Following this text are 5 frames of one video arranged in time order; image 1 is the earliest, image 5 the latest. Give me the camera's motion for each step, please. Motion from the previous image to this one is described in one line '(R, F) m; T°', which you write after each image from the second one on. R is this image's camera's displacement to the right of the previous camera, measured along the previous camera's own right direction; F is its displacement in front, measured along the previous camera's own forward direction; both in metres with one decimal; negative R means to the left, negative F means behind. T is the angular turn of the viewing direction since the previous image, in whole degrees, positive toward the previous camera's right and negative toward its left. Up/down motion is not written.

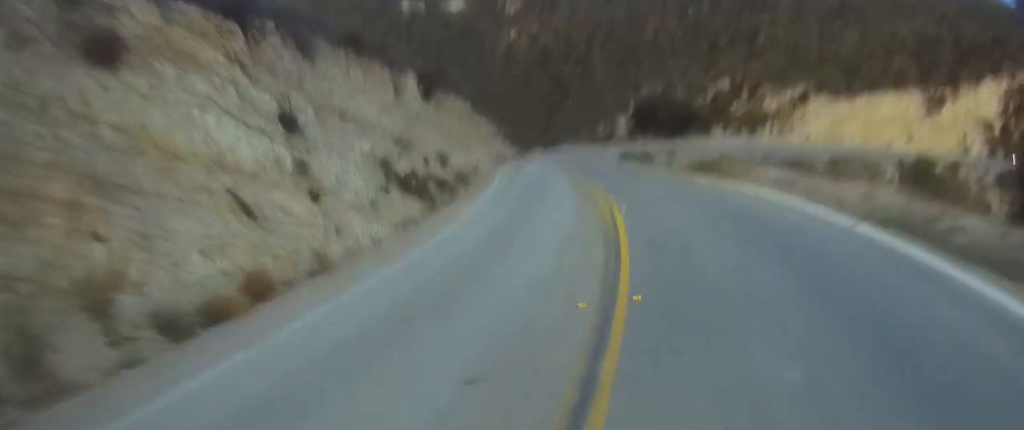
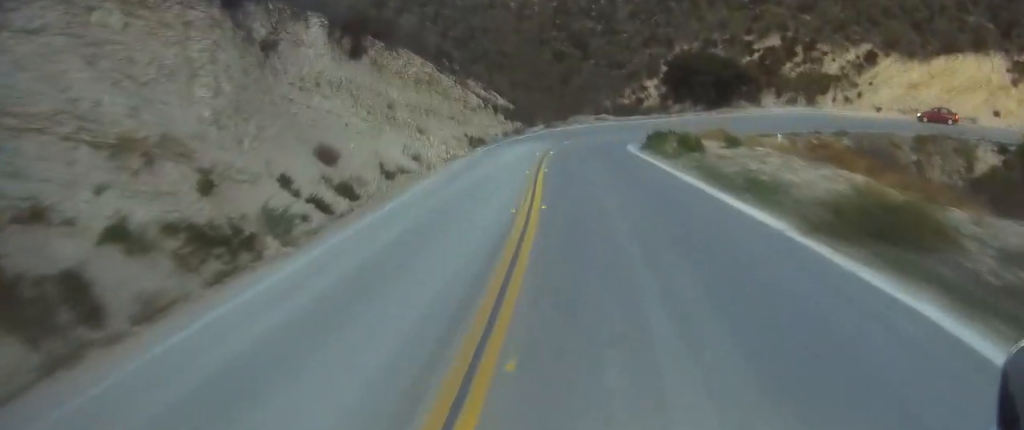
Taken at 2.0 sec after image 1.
(-0.6, +15.2) m; -12°
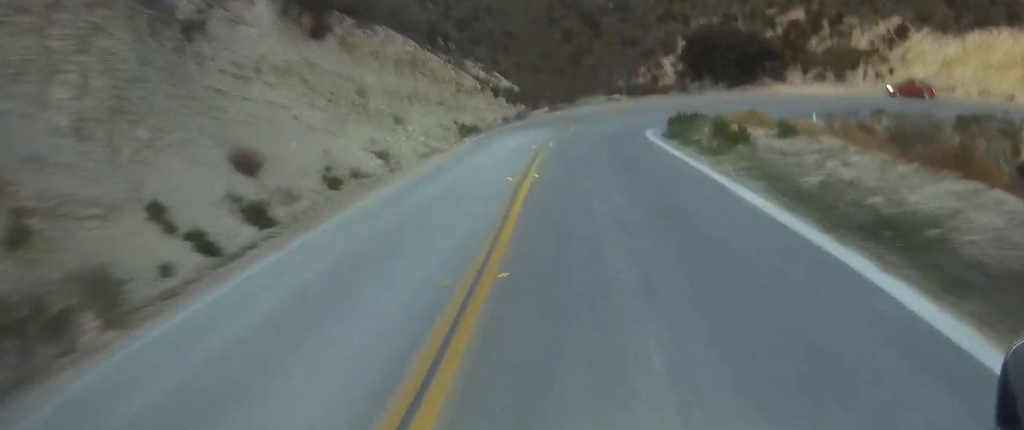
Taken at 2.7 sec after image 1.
(-0.6, +5.3) m; -6°
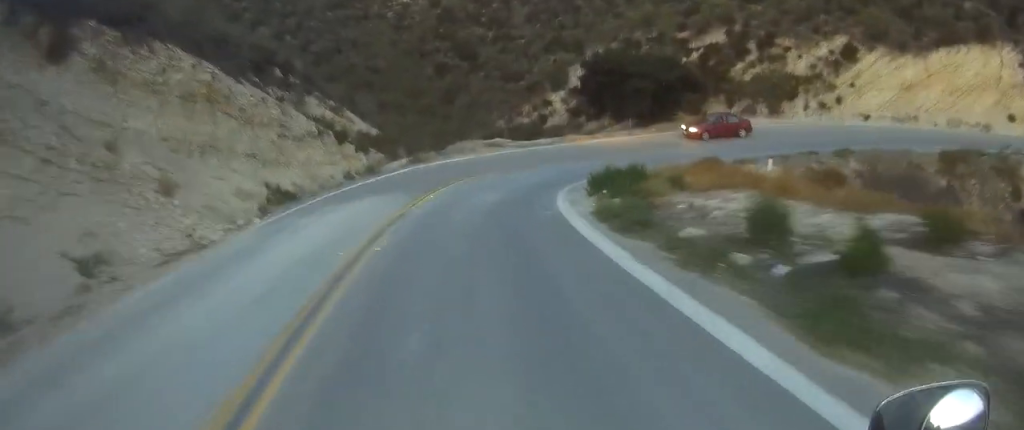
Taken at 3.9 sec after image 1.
(-0.7, +10.9) m; 0°
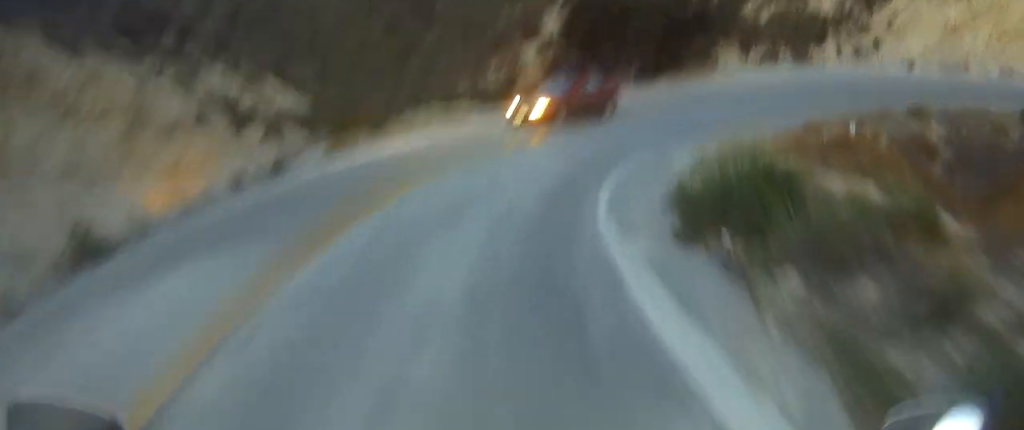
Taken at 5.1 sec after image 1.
(+1.0, +10.4) m; +17°
